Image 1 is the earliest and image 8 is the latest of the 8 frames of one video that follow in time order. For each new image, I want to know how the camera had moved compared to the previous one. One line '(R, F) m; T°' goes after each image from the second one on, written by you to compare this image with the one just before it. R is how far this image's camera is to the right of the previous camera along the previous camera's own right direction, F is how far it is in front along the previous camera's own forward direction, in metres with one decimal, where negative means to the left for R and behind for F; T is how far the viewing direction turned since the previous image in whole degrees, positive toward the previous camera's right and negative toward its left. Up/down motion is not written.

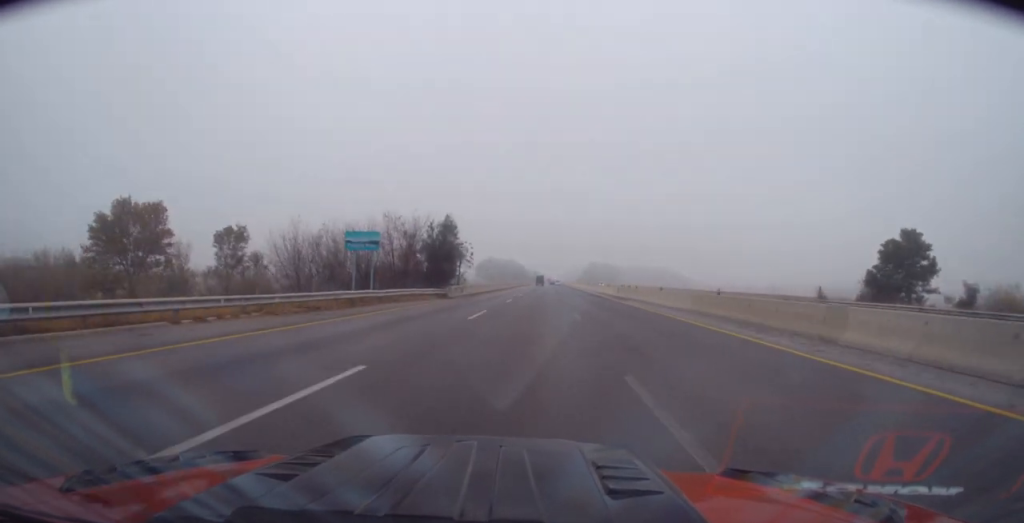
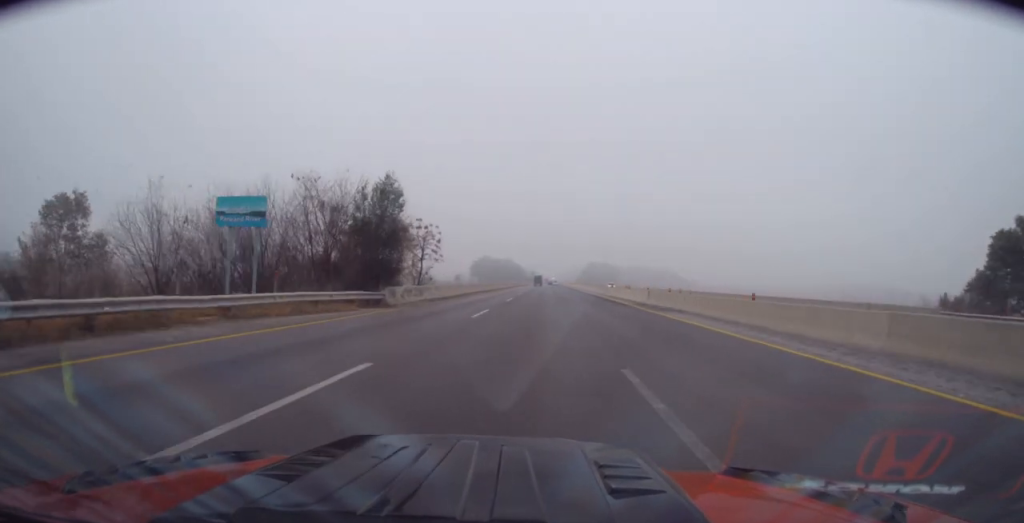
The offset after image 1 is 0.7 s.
(+0.1, +17.4) m; 0°
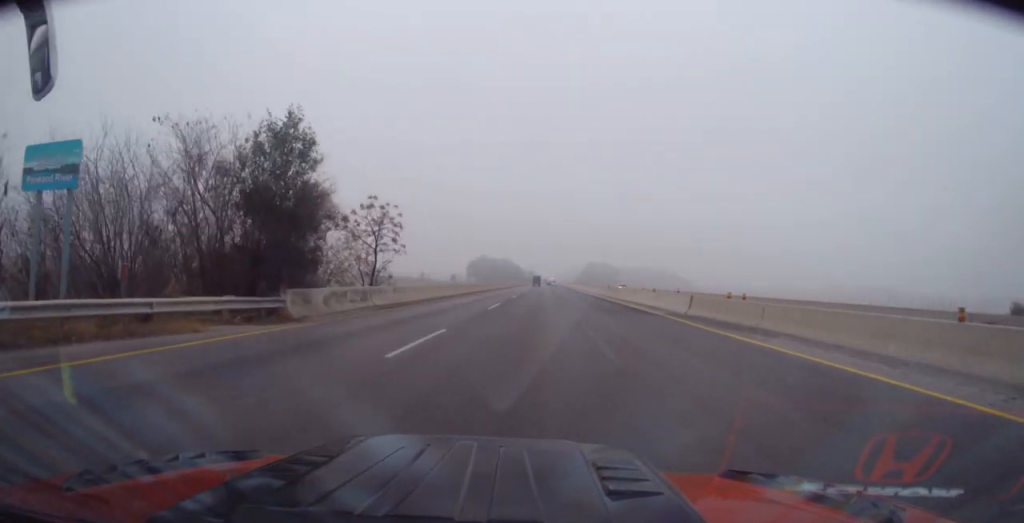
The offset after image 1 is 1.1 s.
(-0.2, +11.3) m; 0°
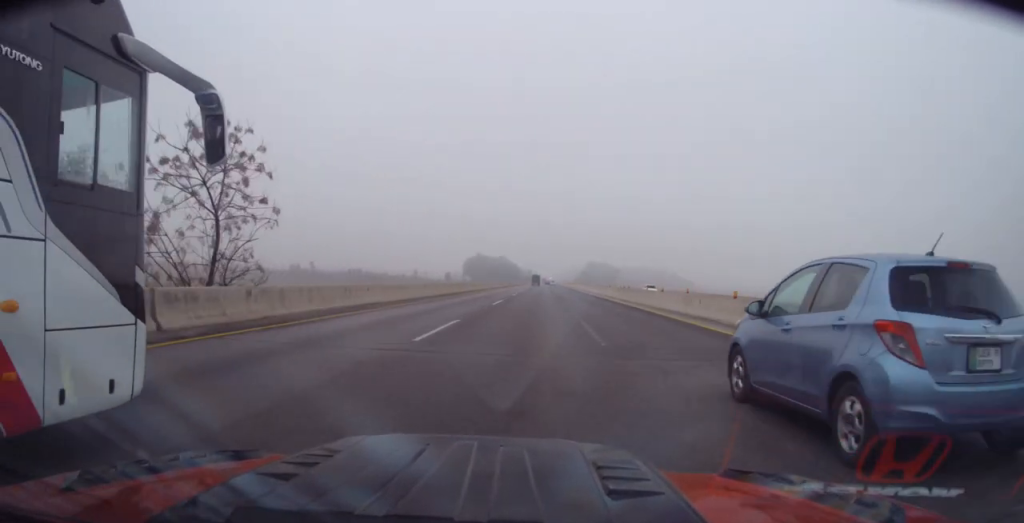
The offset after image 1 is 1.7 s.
(-0.1, +15.6) m; 0°
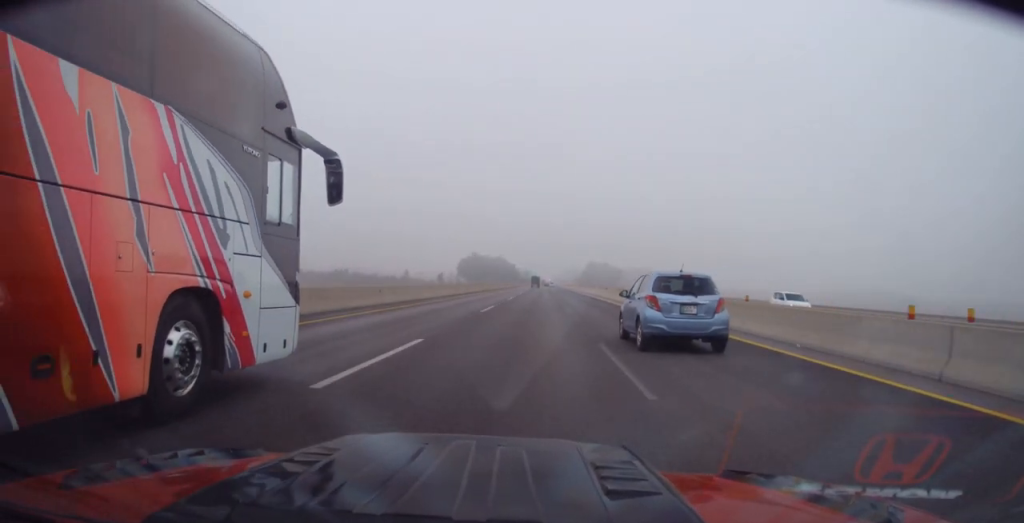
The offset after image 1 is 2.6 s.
(+0.3, +23.3) m; 0°
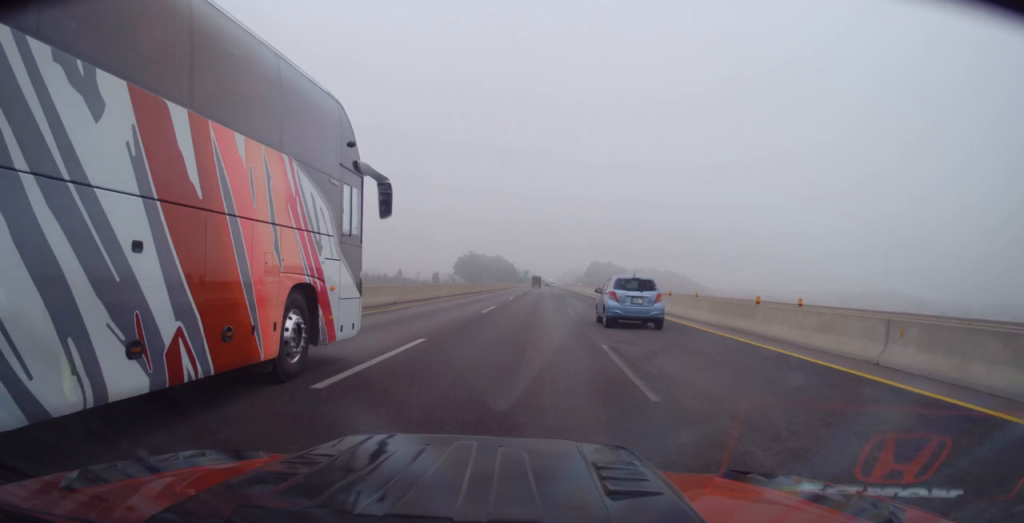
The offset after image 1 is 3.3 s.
(-0.3, +18.0) m; 0°
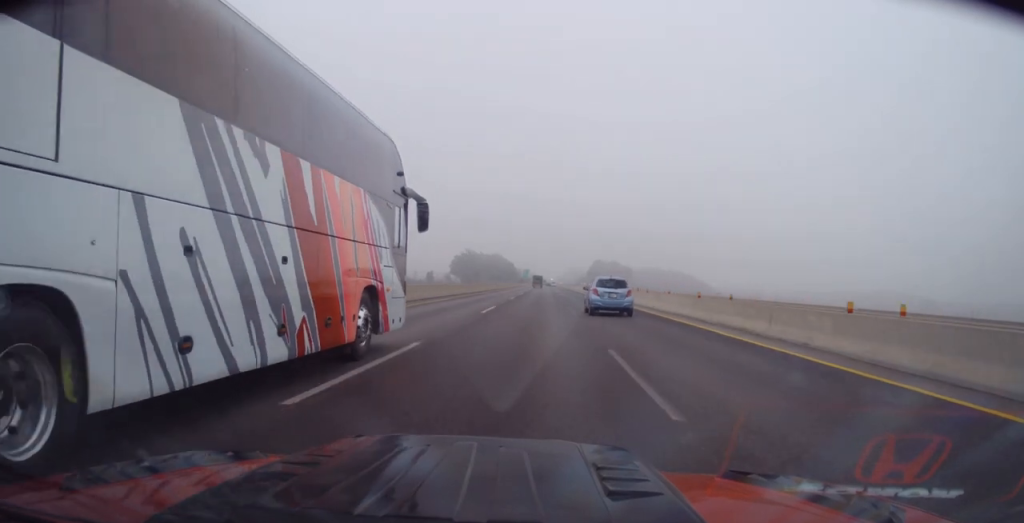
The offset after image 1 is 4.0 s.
(+0.1, +18.8) m; 0°
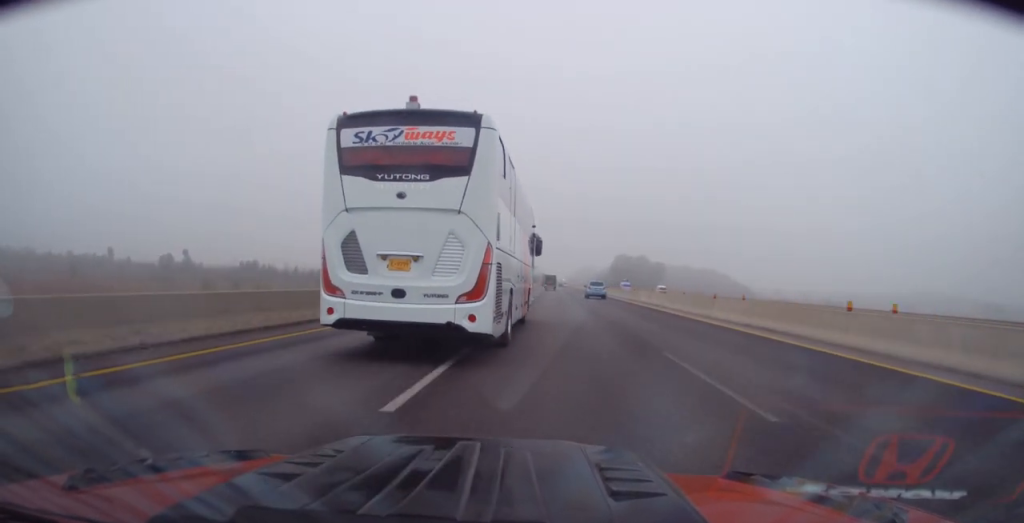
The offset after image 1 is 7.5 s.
(-0.2, +89.9) m; 0°
